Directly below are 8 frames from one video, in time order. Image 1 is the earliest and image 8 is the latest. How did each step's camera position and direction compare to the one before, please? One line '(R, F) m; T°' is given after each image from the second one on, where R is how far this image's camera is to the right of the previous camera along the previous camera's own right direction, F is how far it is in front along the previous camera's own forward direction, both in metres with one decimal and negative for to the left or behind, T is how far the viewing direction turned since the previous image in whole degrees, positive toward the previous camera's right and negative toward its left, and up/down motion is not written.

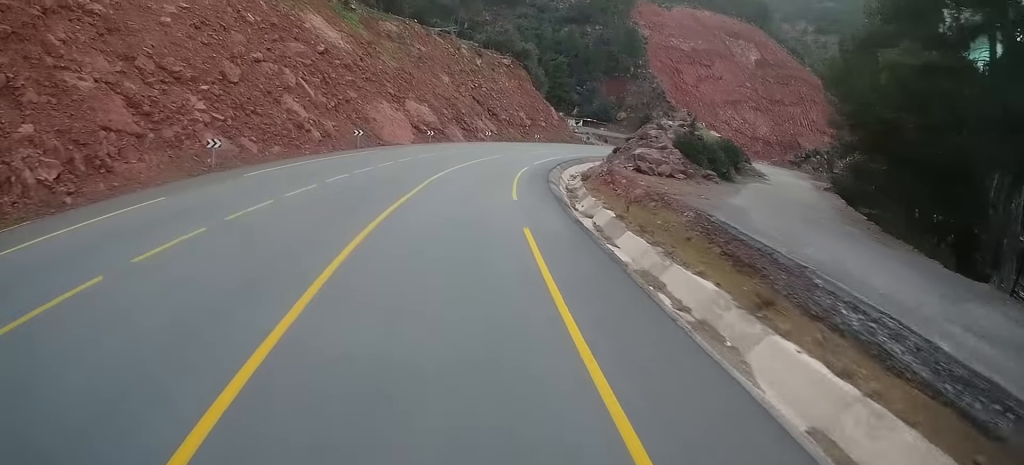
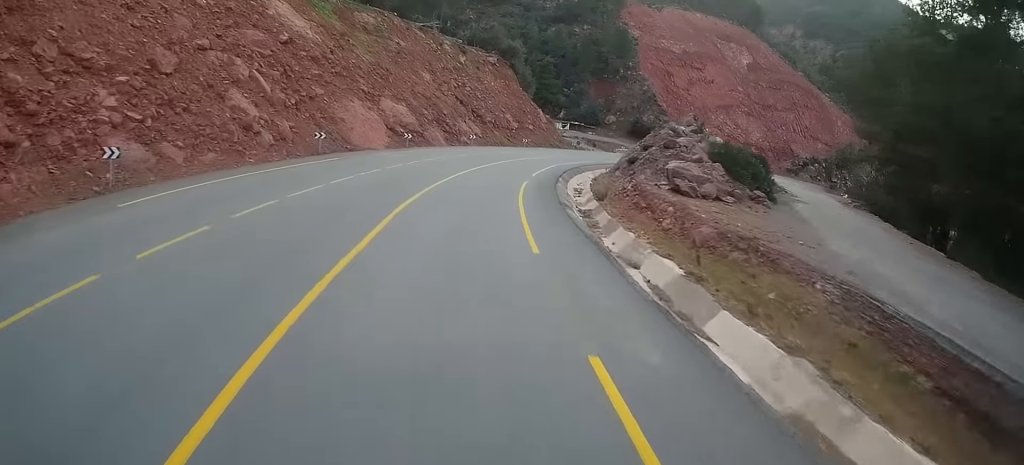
(+0.3, +8.8) m; +1°
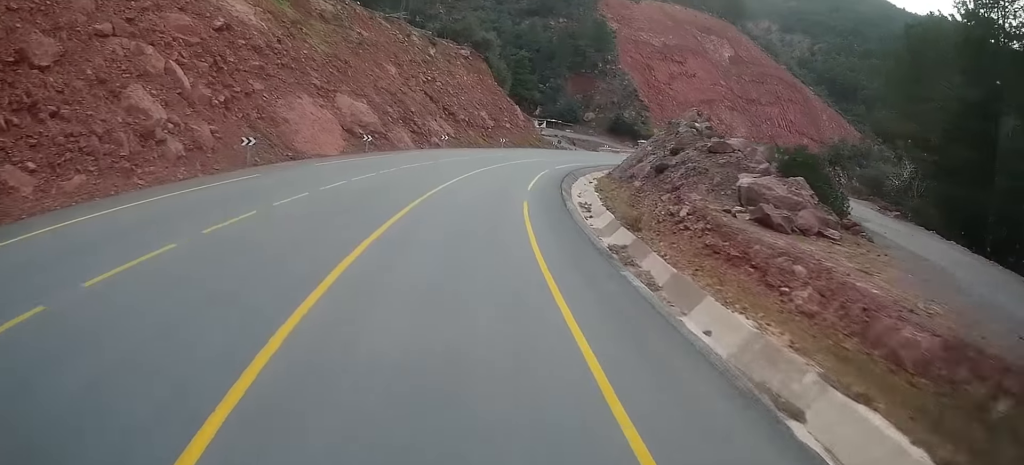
(+0.1, +10.2) m; +1°
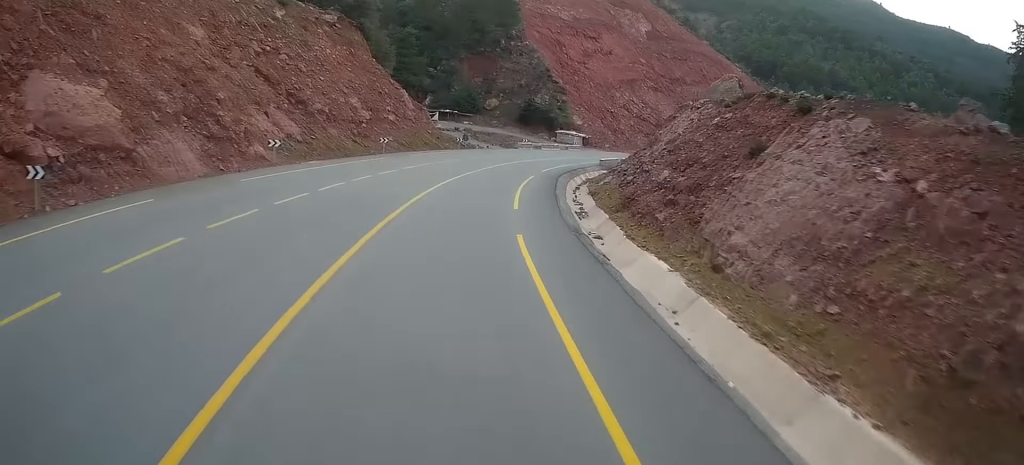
(+1.8, +33.2) m; +11°
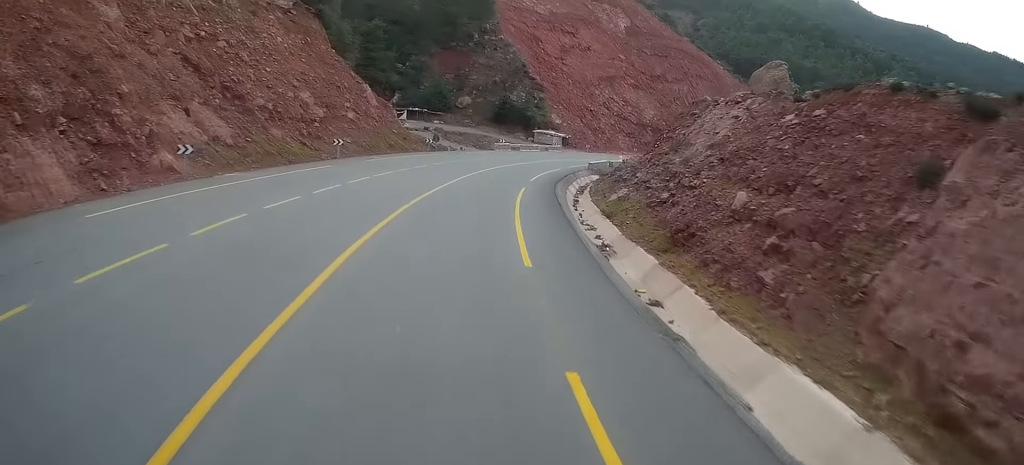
(+1.0, +9.6) m; +4°
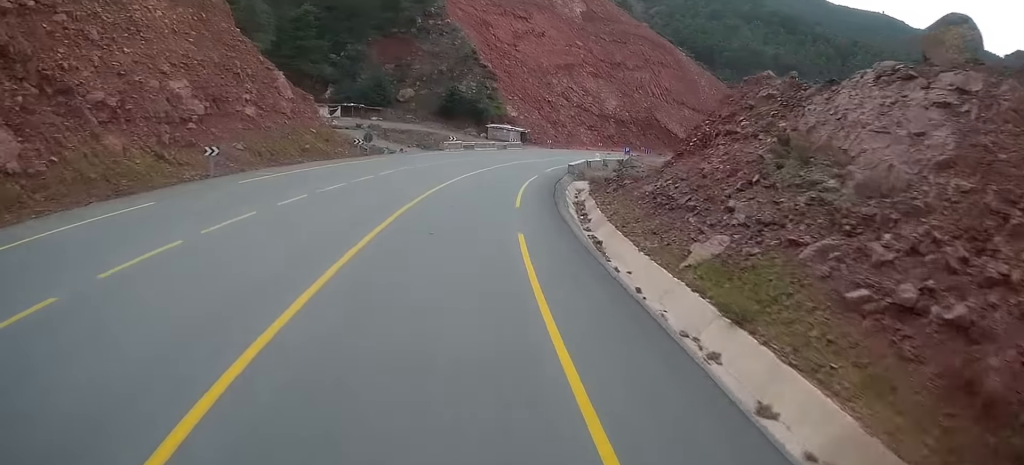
(+0.5, +16.3) m; +2°
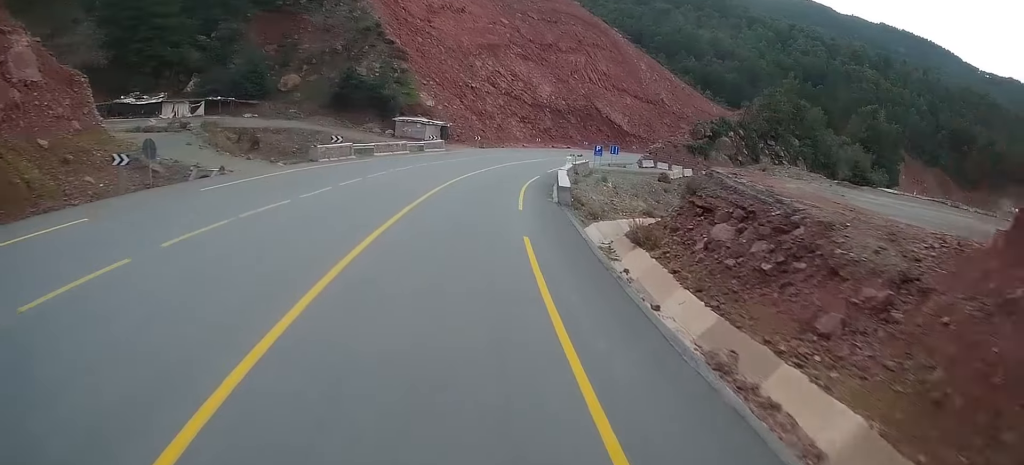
(+0.4, +26.7) m; +6°
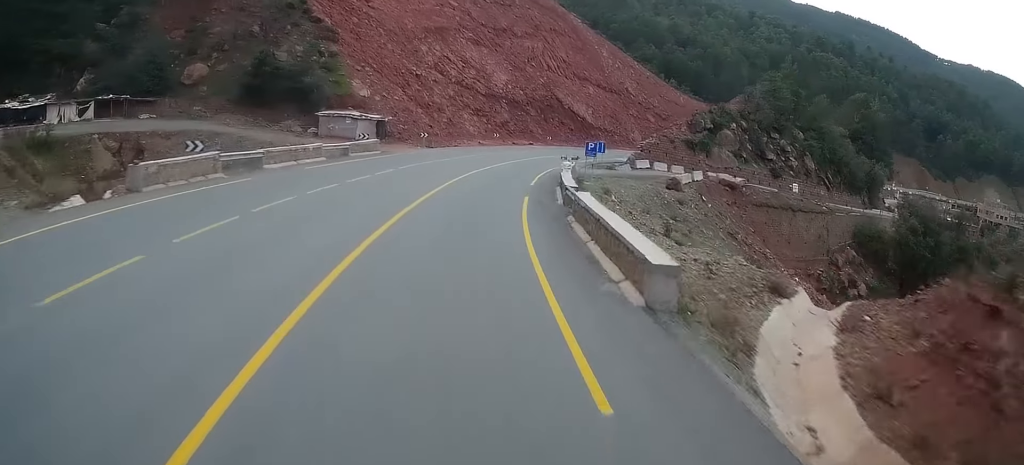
(+1.2, +16.7) m; +8°
